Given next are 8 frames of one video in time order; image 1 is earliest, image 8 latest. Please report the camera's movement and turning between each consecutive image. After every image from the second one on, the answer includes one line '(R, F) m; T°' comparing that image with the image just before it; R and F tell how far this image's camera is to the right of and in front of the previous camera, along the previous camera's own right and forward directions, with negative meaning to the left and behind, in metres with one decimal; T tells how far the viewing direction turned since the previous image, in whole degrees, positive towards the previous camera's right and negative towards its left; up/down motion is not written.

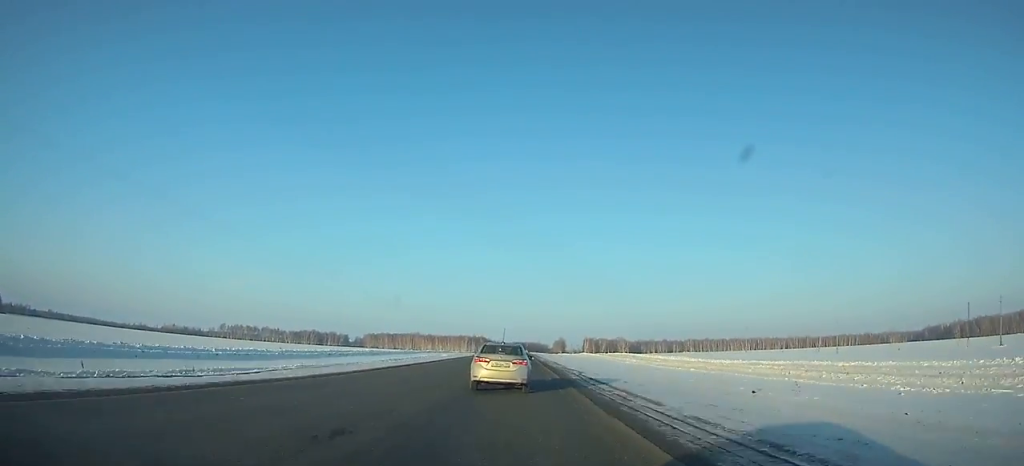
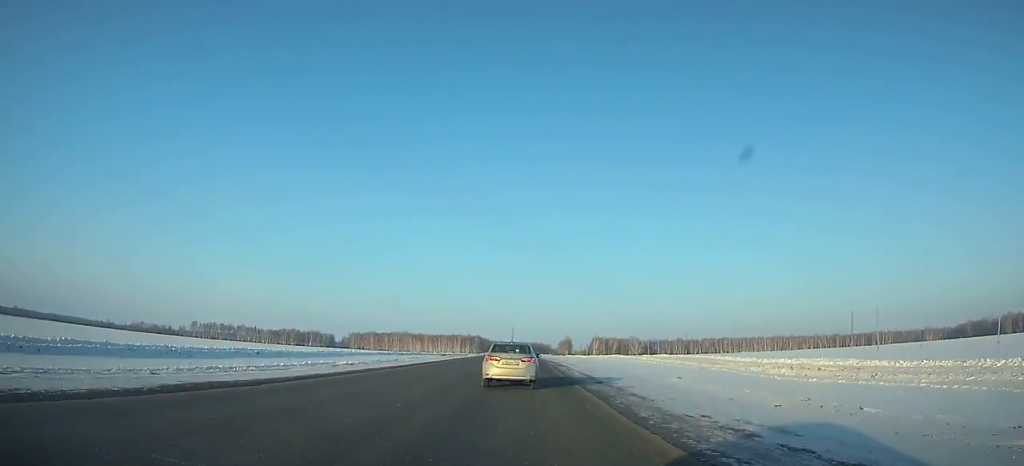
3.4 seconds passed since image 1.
(-0.2, +77.3) m; 0°
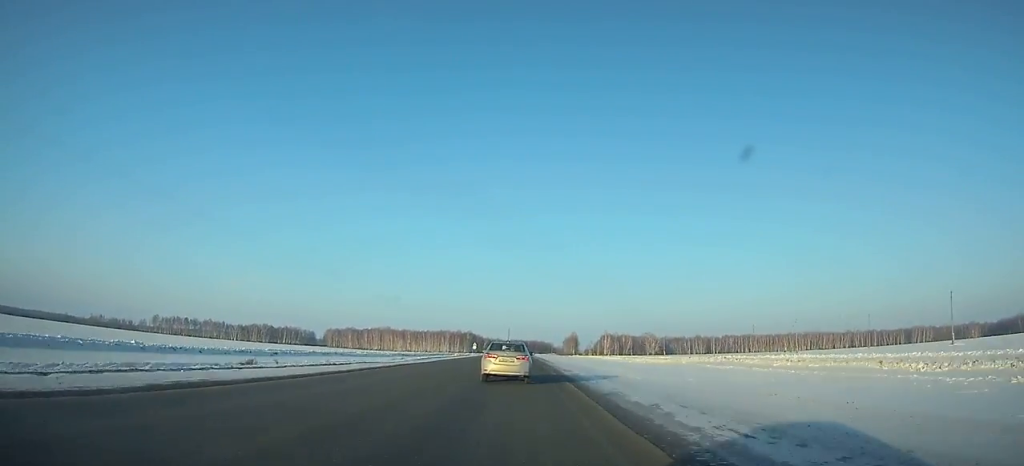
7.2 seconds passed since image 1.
(+0.2, +84.7) m; 0°
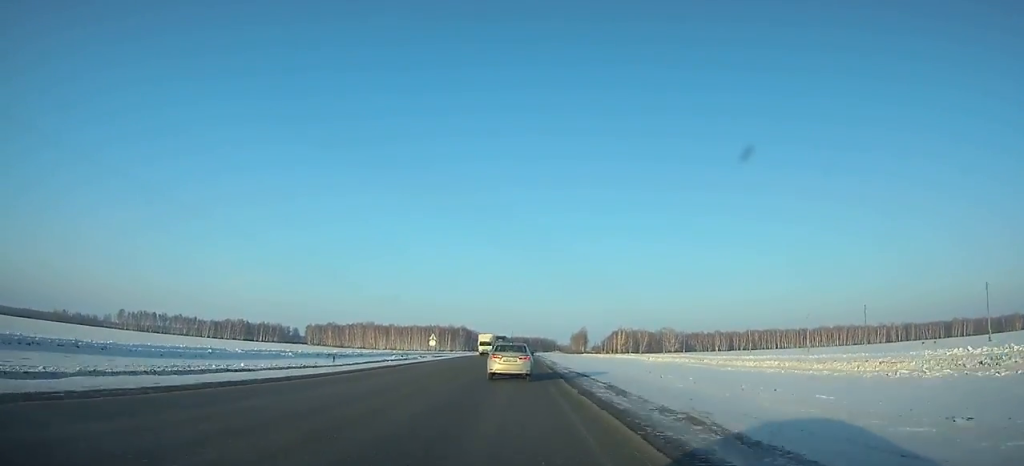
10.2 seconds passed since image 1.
(-0.1, +66.6) m; 0°
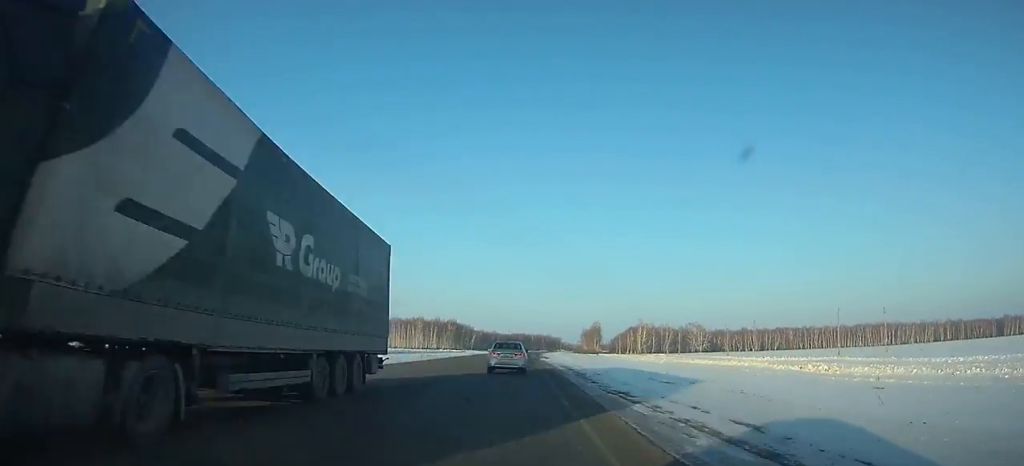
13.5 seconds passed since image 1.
(-0.2, +73.9) m; 0°
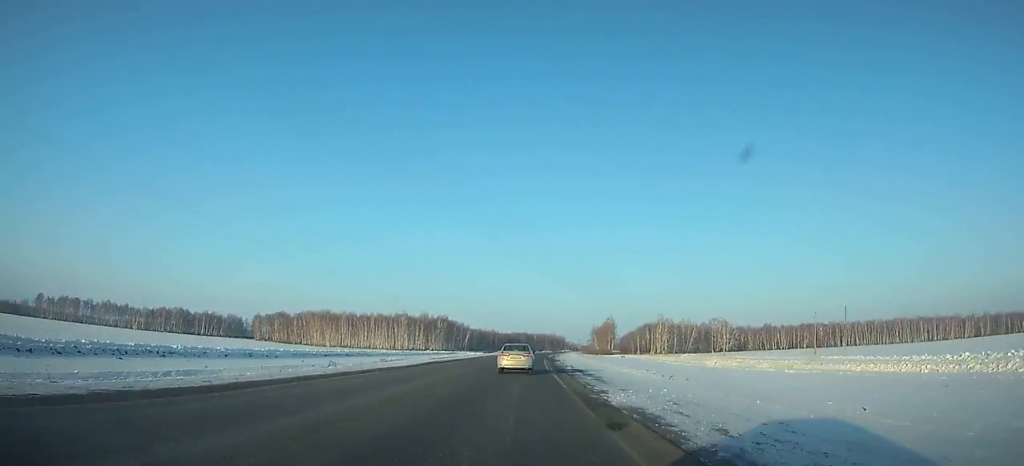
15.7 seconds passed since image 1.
(+0.1, +50.1) m; +1°
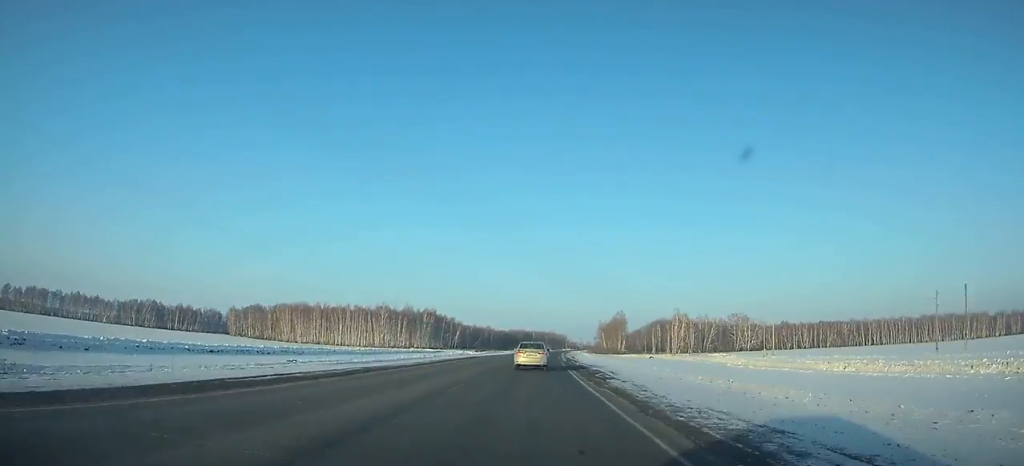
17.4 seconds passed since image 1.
(+0.1, +39.1) m; +1°
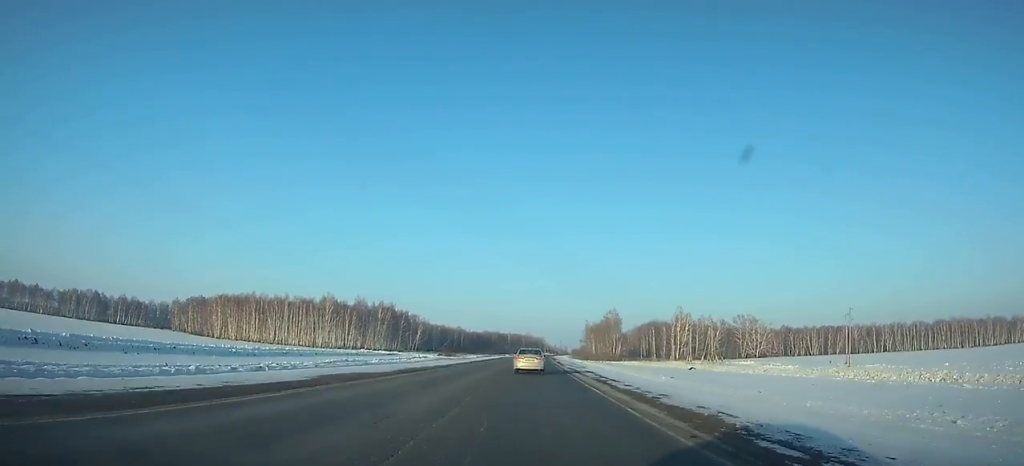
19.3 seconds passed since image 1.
(+0.3, +44.1) m; +1°
